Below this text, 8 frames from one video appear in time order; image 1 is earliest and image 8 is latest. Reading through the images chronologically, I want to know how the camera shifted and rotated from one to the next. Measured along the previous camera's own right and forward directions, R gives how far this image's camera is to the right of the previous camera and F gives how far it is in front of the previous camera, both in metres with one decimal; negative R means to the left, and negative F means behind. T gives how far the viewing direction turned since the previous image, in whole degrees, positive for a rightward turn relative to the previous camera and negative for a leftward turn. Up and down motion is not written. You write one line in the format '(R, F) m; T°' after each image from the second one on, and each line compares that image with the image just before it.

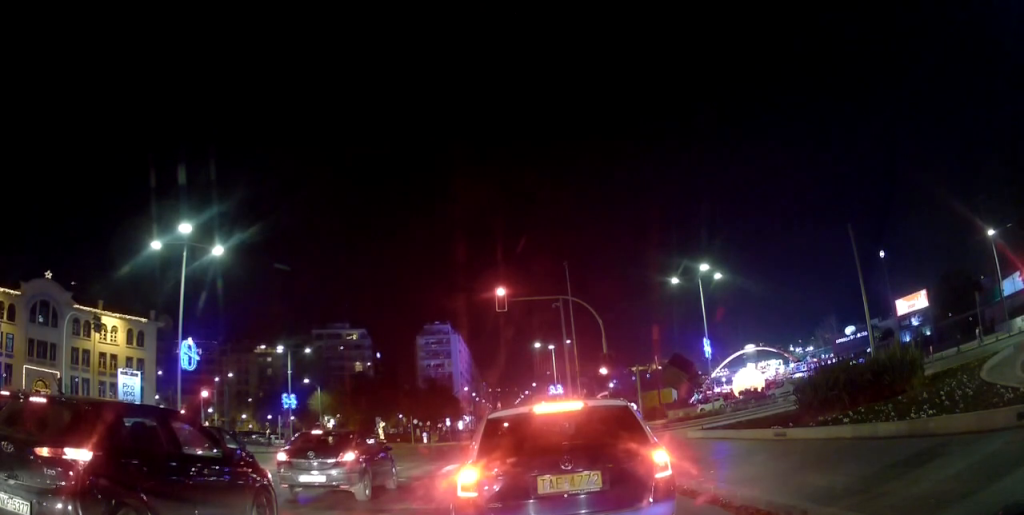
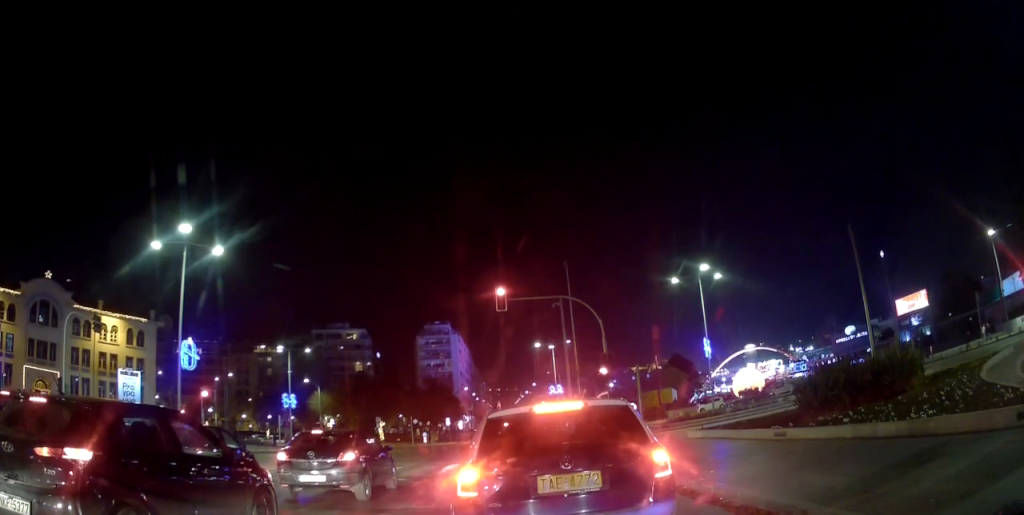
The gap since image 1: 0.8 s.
(0.0, +0.3) m; 0°
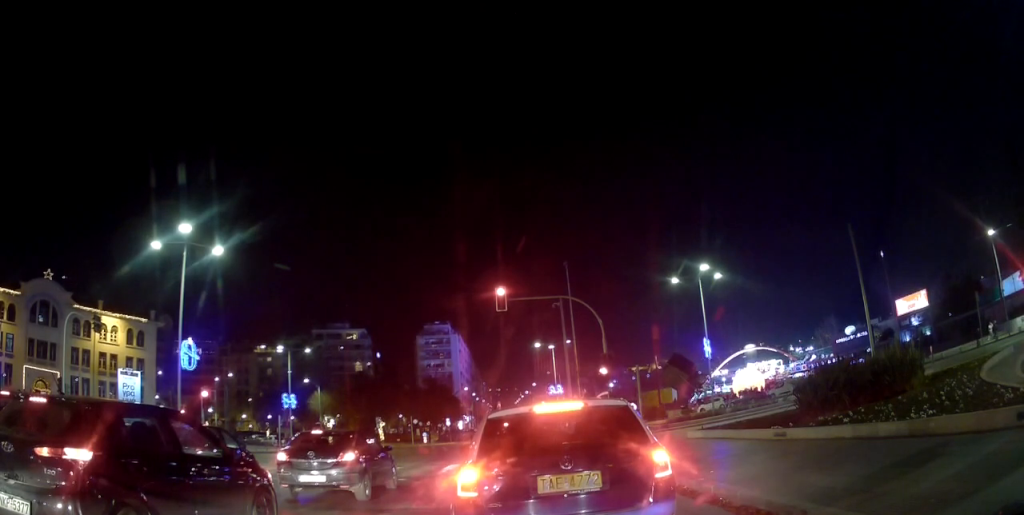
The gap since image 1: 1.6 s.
(0.0, +0.3) m; 0°
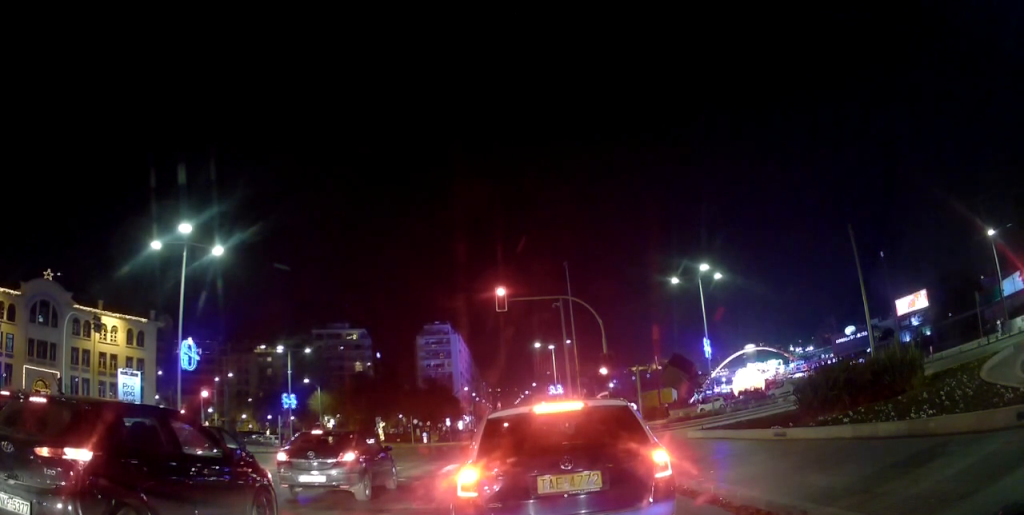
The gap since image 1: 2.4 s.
(0.0, +0.4) m; 0°
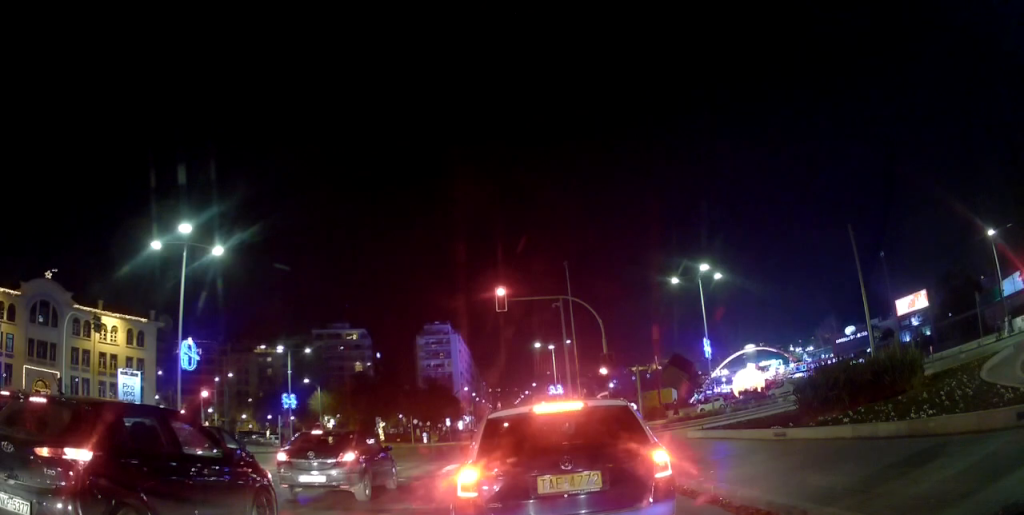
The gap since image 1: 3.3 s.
(0.0, +0.4) m; 0°
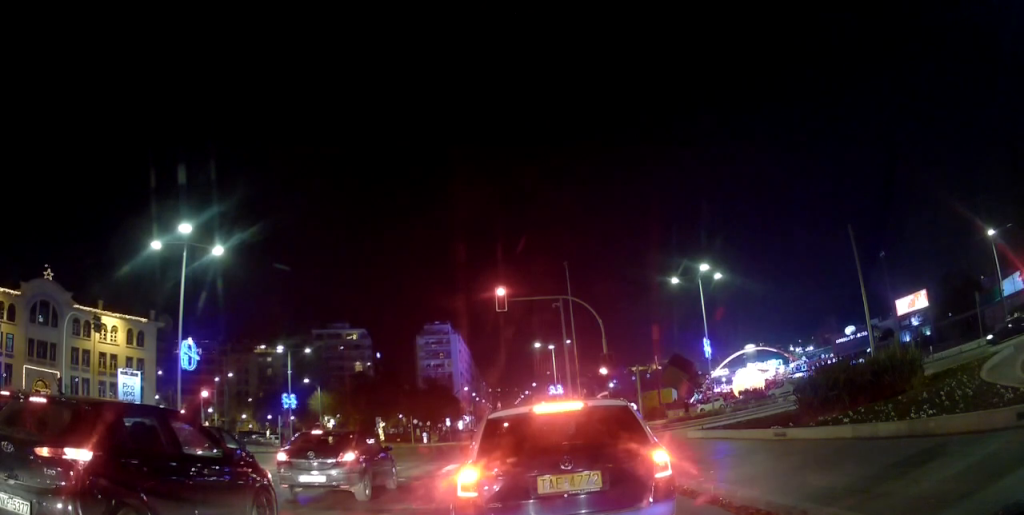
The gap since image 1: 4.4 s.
(0.0, +0.4) m; 0°
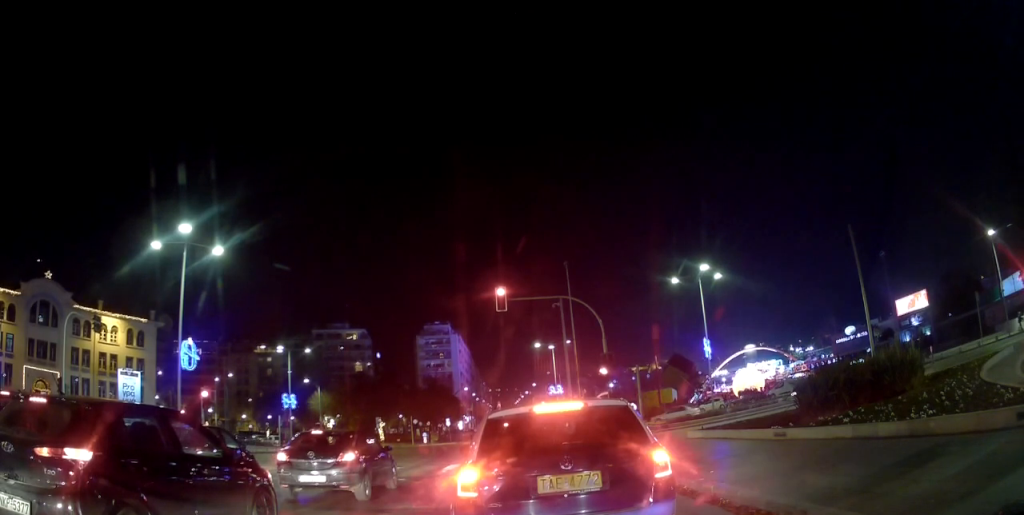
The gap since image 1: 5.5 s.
(0.0, +0.5) m; 0°
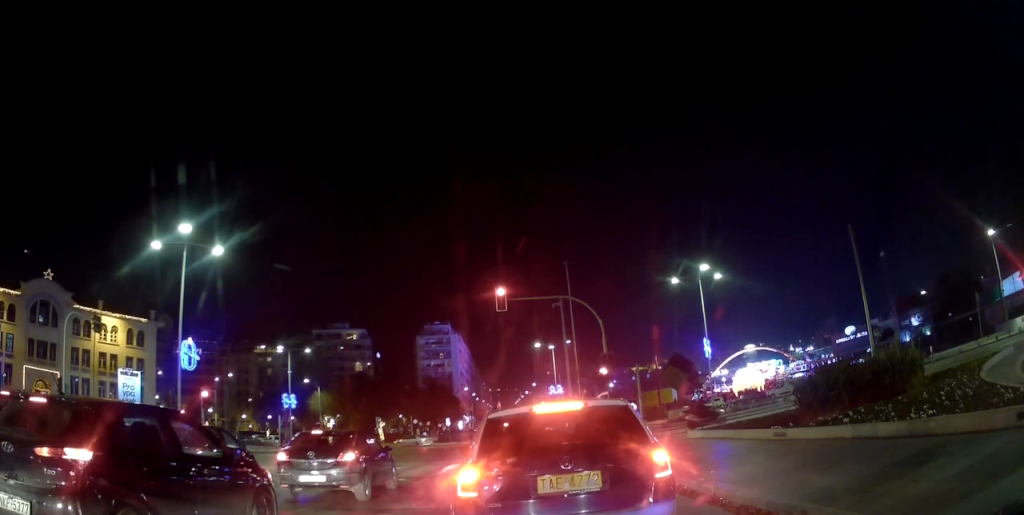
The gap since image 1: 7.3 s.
(+0.1, +0.7) m; 0°
